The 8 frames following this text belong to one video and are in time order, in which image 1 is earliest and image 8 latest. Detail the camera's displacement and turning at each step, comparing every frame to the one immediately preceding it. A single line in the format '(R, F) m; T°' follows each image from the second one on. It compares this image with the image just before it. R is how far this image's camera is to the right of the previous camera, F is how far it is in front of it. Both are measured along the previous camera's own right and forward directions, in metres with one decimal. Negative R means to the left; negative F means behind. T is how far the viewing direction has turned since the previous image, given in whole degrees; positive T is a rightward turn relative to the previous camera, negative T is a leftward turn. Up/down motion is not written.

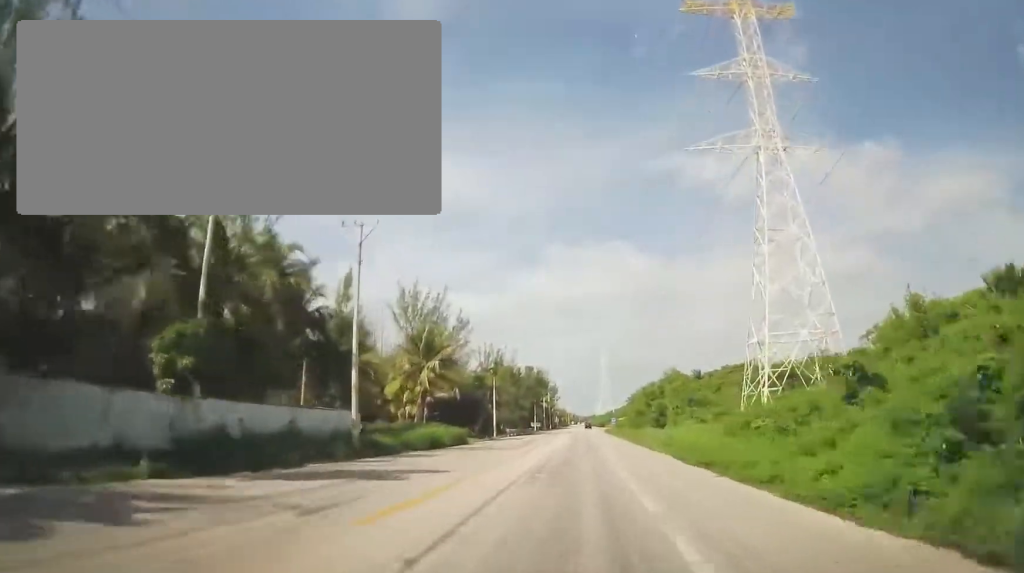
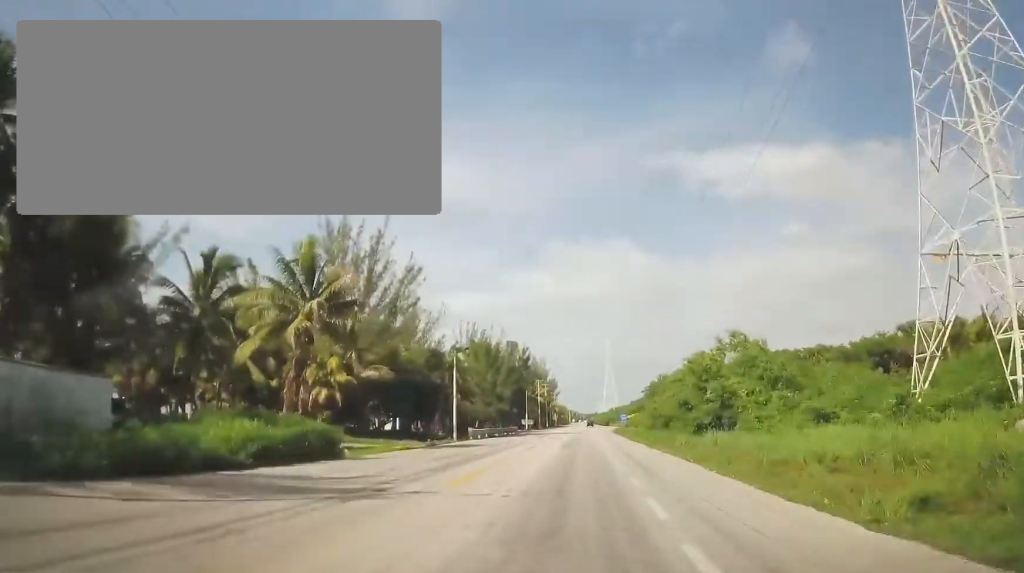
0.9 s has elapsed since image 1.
(+0.2, +25.2) m; 0°
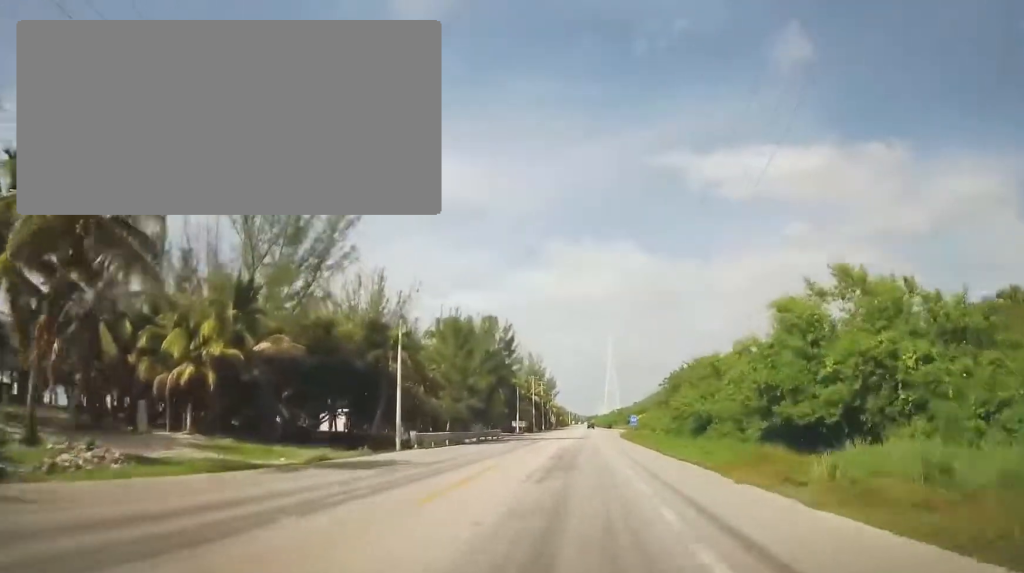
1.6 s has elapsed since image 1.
(-0.2, +16.6) m; +1°
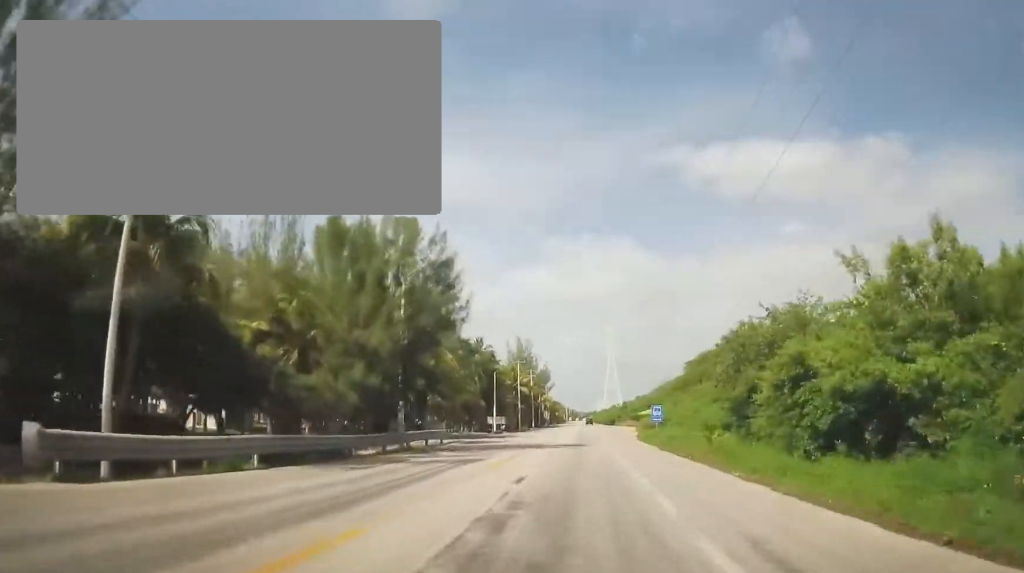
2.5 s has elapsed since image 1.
(+0.4, +24.6) m; +1°
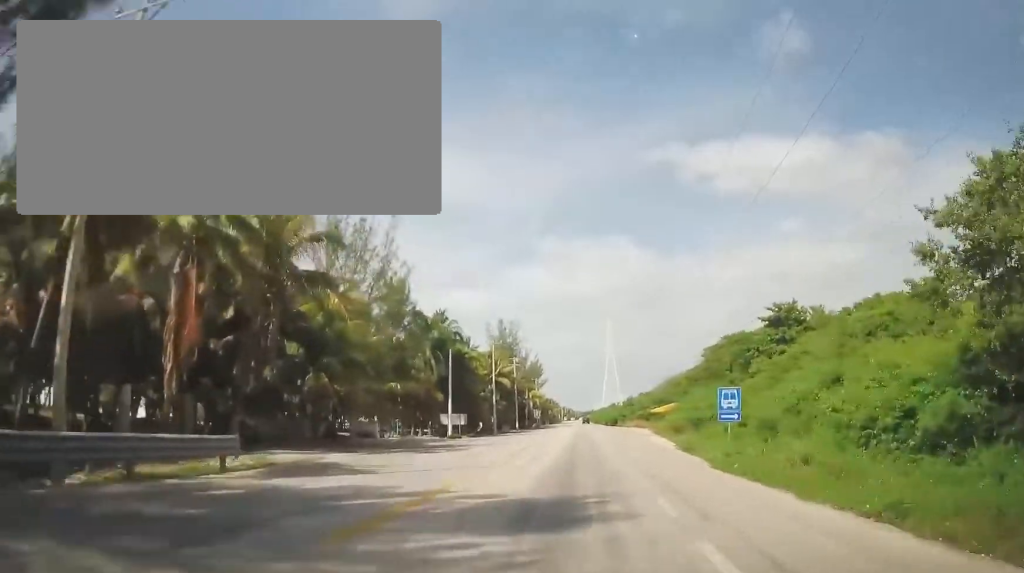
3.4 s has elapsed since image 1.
(+0.1, +24.6) m; 0°
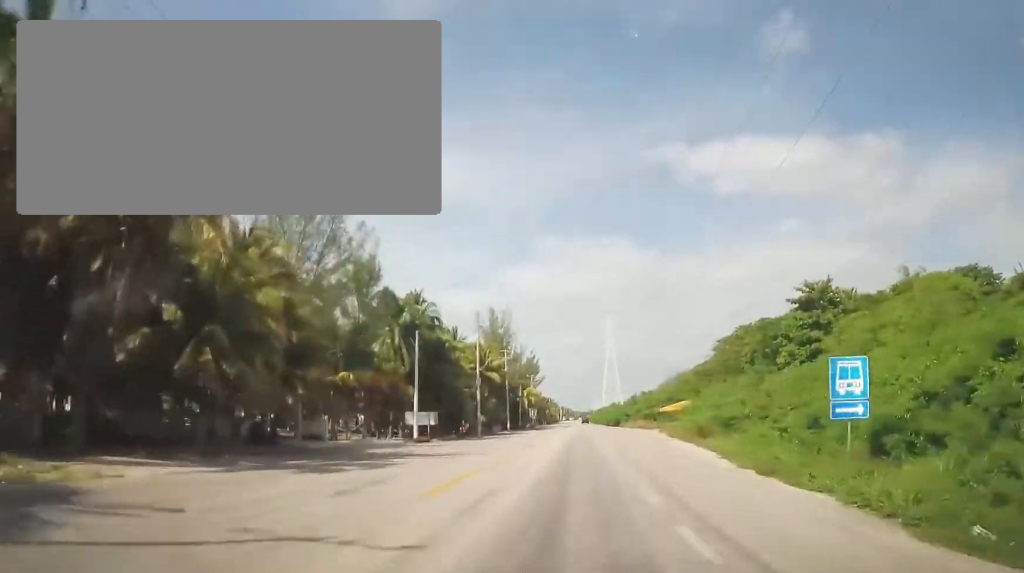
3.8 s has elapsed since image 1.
(-0.1, +10.9) m; 0°
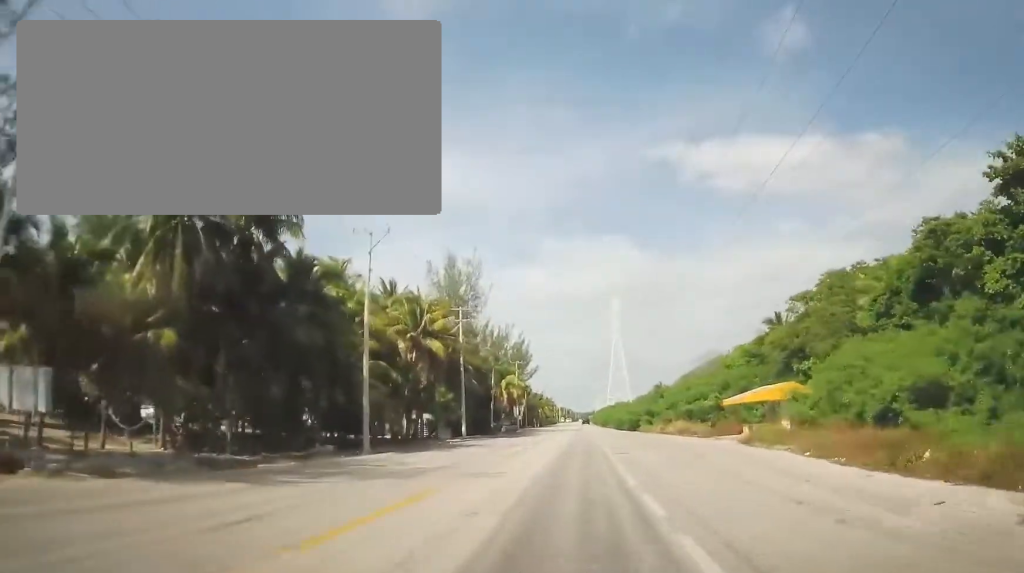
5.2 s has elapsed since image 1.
(0.0, +34.1) m; -1°
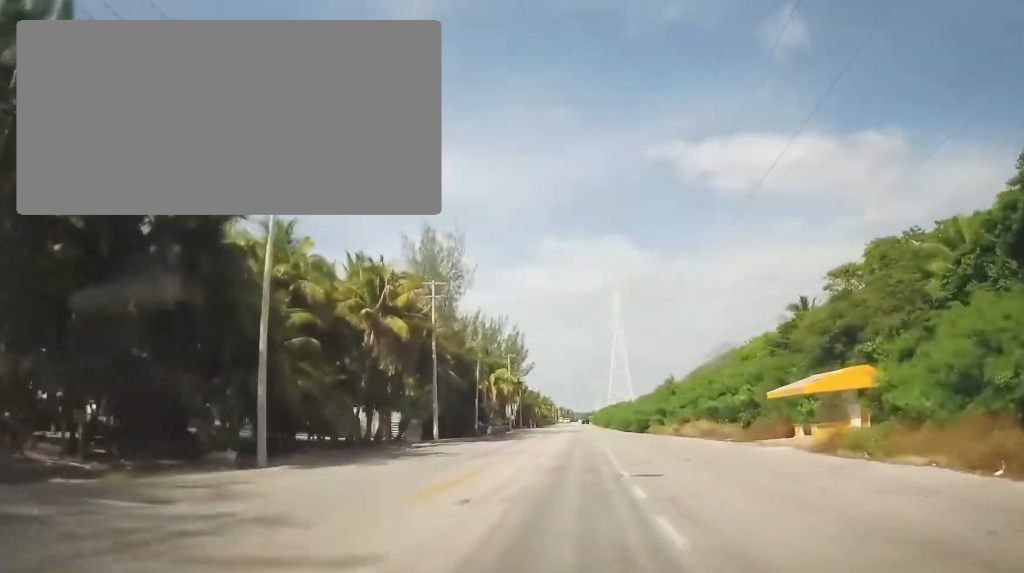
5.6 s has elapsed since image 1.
(-0.1, +10.5) m; 0°
